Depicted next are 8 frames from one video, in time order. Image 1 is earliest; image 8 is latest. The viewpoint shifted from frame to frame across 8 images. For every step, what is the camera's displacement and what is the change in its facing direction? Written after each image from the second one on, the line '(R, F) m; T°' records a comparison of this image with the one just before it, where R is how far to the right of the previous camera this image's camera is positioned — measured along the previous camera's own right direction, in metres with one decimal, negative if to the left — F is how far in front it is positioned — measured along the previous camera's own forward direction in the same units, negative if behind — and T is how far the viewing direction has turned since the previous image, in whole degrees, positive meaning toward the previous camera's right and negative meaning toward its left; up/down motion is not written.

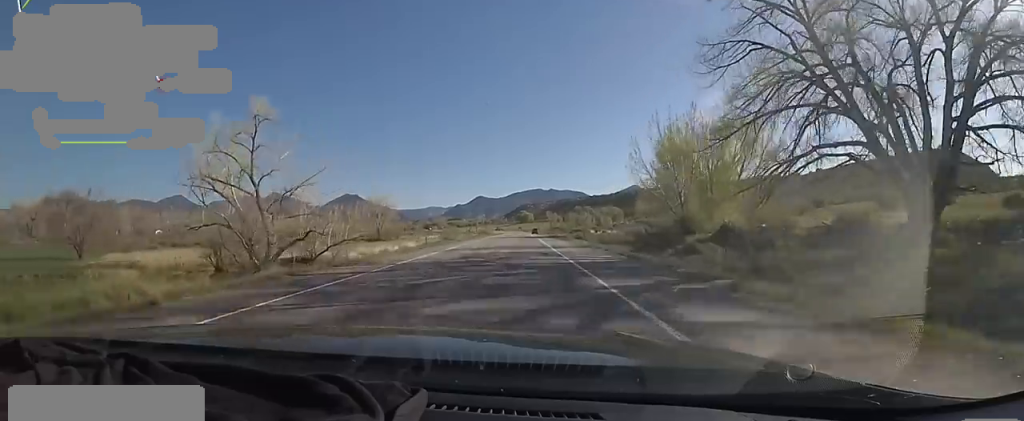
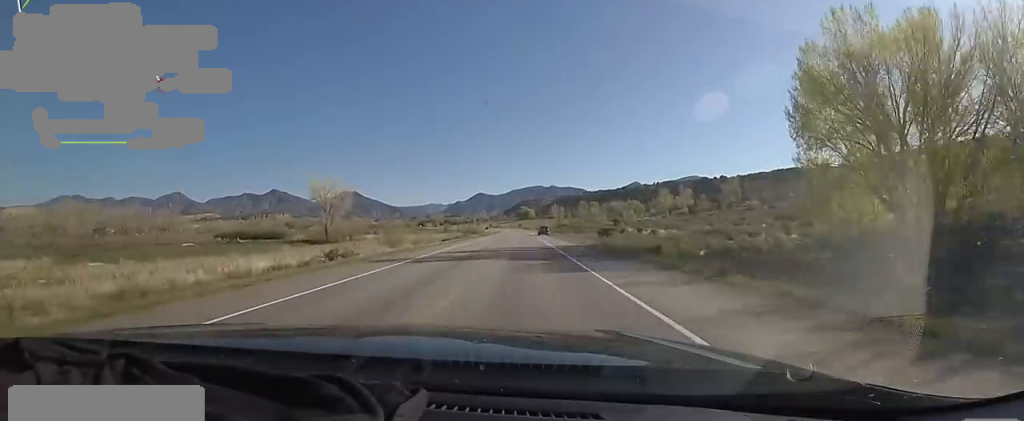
(-0.1, +48.1) m; +1°
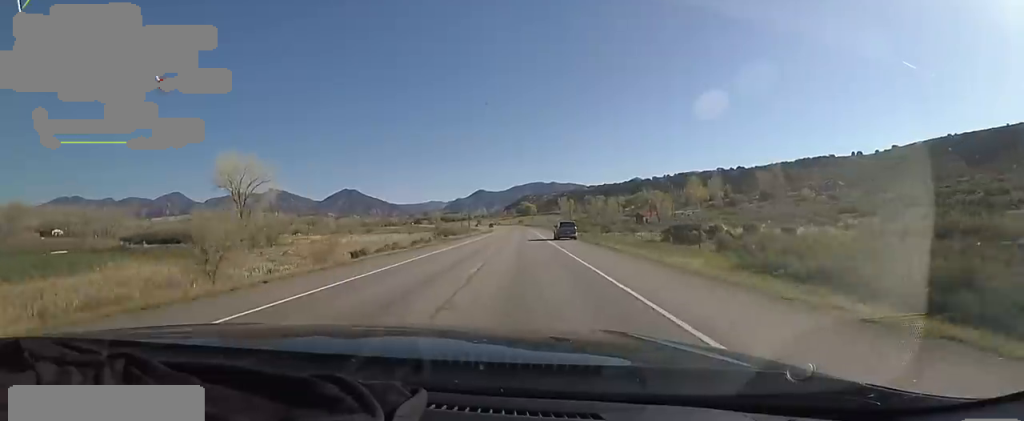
(+1.0, +41.7) m; 0°
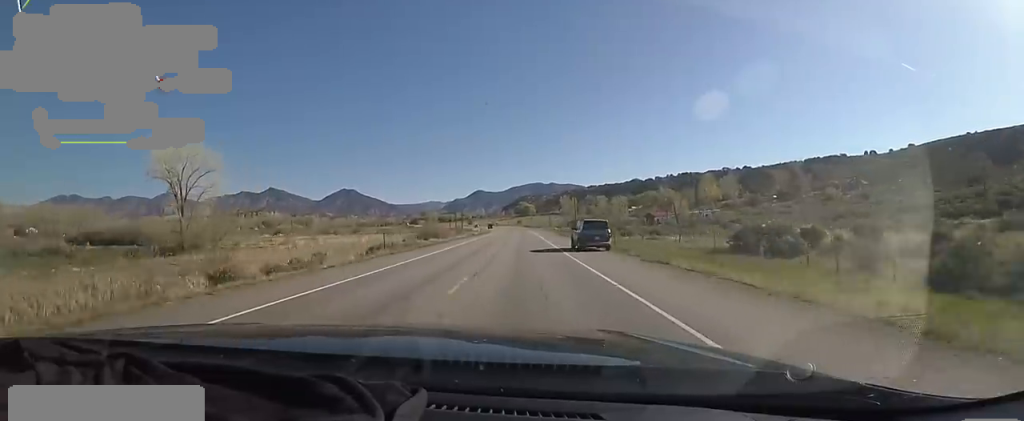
(-0.2, +16.7) m; -1°
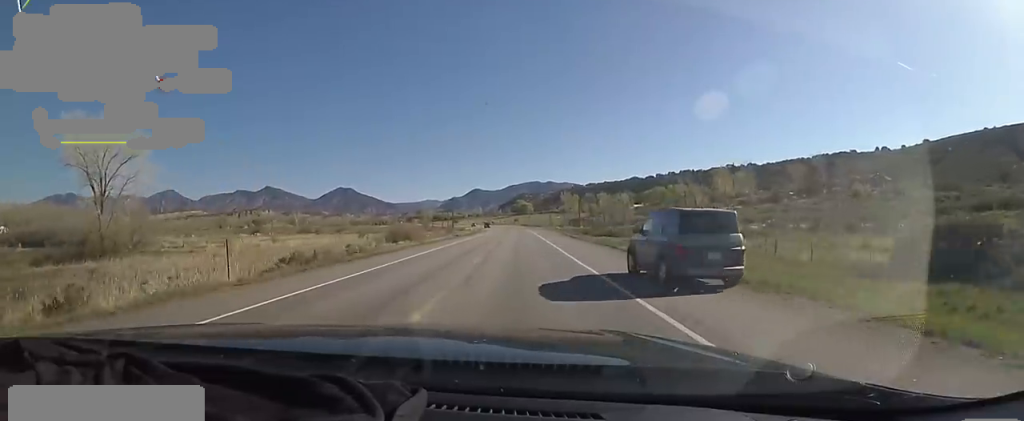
(-0.4, +16.0) m; +1°
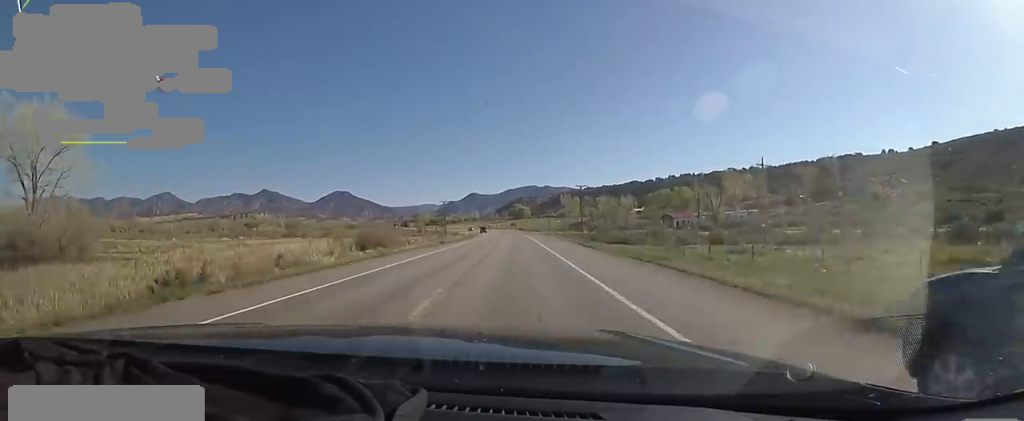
(+0.1, +10.2) m; 0°
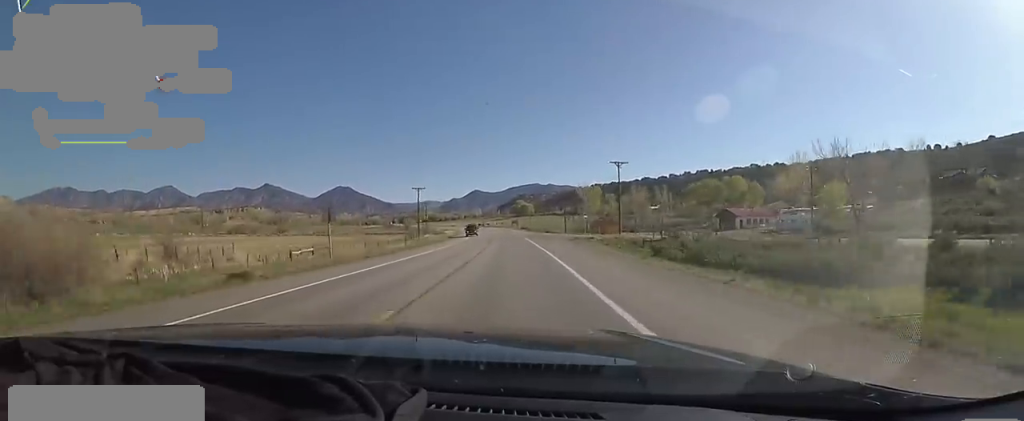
(0.0, +39.3) m; 0°
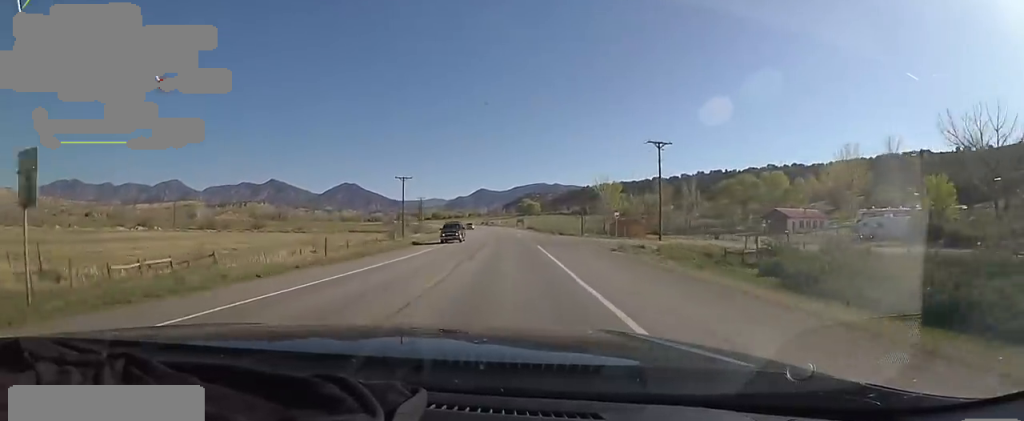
(+0.2, +17.9) m; 0°
